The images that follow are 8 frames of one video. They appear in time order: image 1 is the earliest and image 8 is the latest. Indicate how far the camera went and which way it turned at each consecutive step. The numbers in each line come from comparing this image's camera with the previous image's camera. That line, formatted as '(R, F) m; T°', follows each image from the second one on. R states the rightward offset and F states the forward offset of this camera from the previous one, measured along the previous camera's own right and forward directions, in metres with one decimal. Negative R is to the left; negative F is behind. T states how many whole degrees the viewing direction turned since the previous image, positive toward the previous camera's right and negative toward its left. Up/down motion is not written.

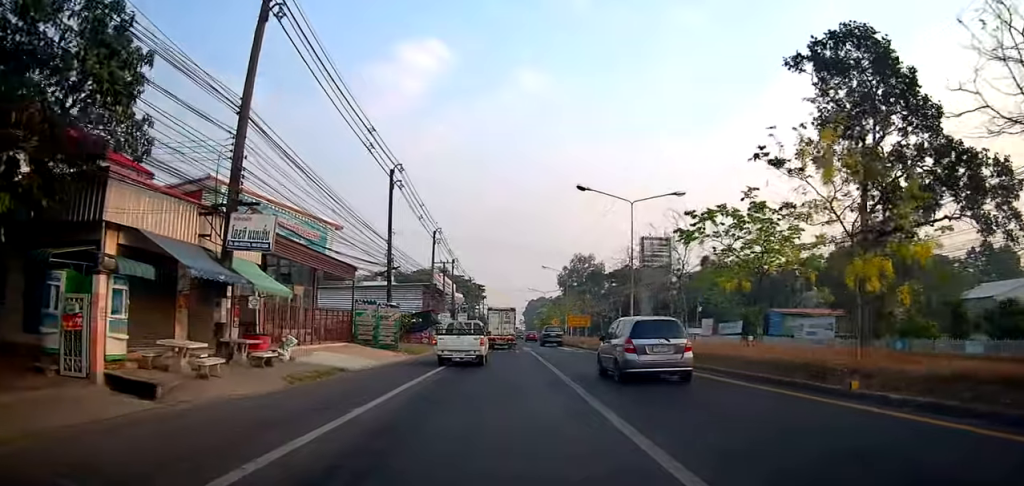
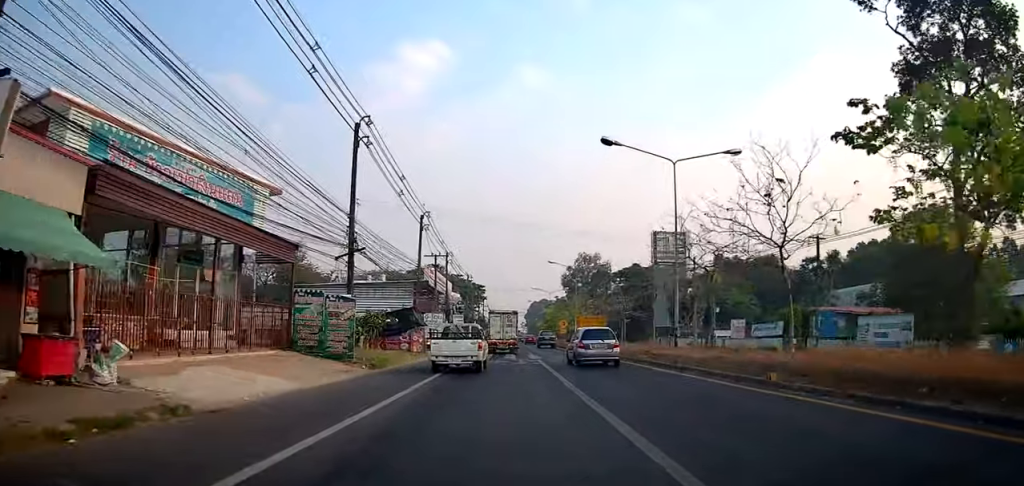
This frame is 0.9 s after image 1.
(-0.3, +9.1) m; +1°
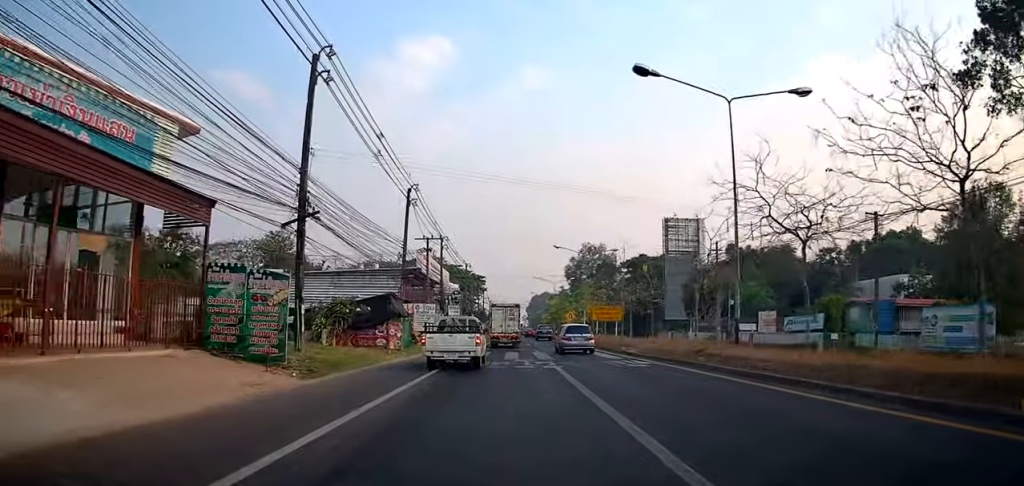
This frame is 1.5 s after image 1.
(+0.4, +6.9) m; +3°
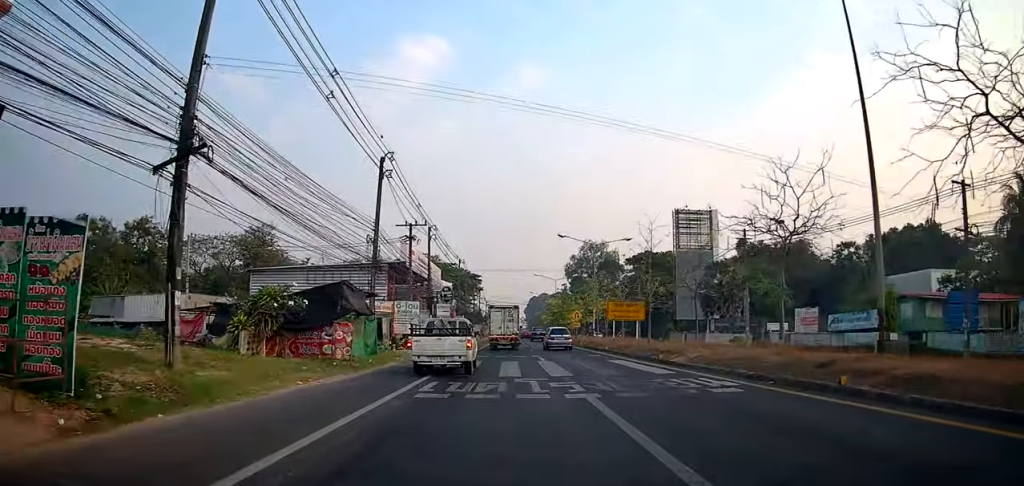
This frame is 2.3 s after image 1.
(+0.1, +8.0) m; +1°
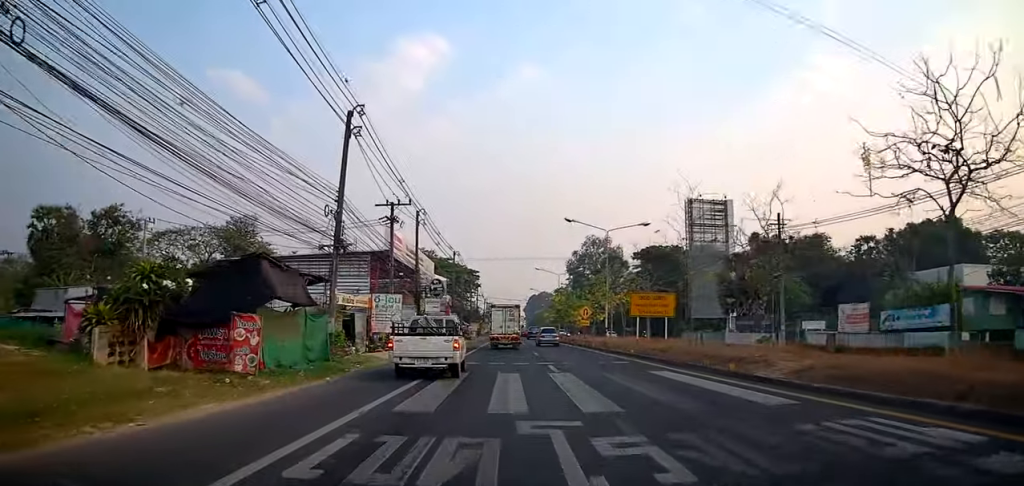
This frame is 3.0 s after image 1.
(0.0, +7.0) m; 0°
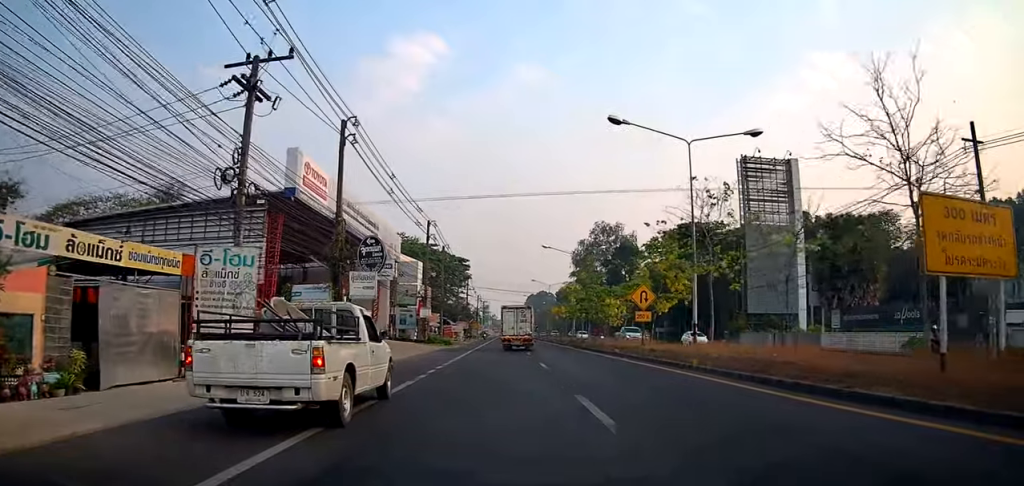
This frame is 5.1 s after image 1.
(0.0, +21.6) m; 0°
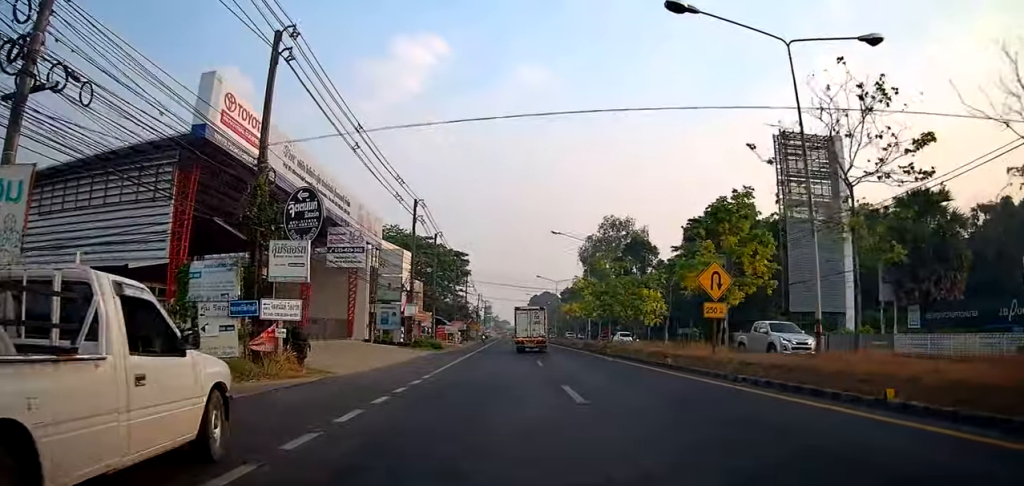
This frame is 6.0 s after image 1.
(0.0, +9.1) m; 0°
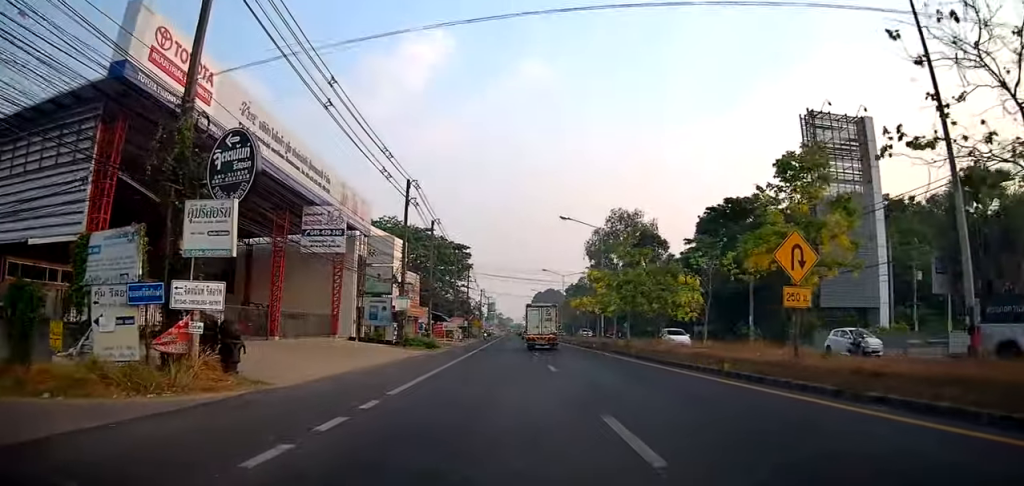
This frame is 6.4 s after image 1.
(0.0, +4.9) m; 0°
